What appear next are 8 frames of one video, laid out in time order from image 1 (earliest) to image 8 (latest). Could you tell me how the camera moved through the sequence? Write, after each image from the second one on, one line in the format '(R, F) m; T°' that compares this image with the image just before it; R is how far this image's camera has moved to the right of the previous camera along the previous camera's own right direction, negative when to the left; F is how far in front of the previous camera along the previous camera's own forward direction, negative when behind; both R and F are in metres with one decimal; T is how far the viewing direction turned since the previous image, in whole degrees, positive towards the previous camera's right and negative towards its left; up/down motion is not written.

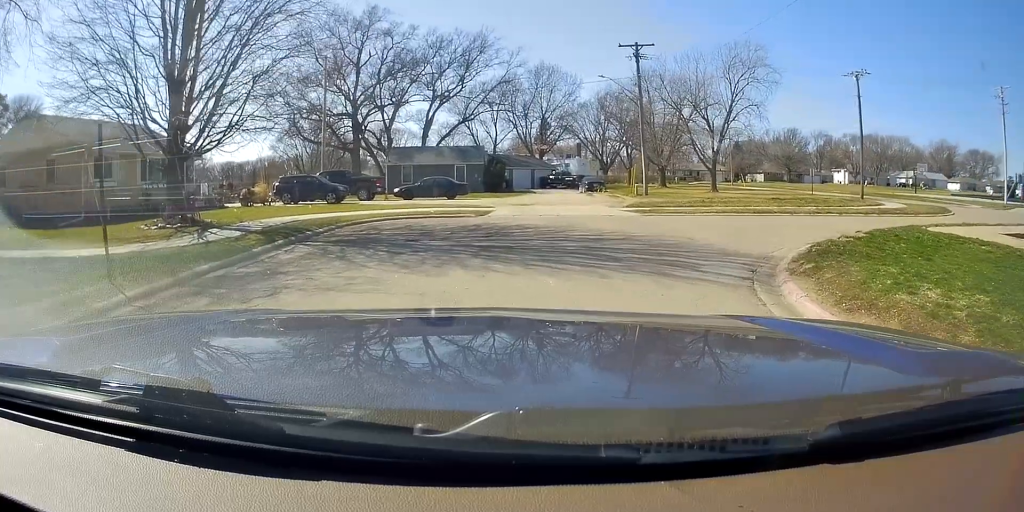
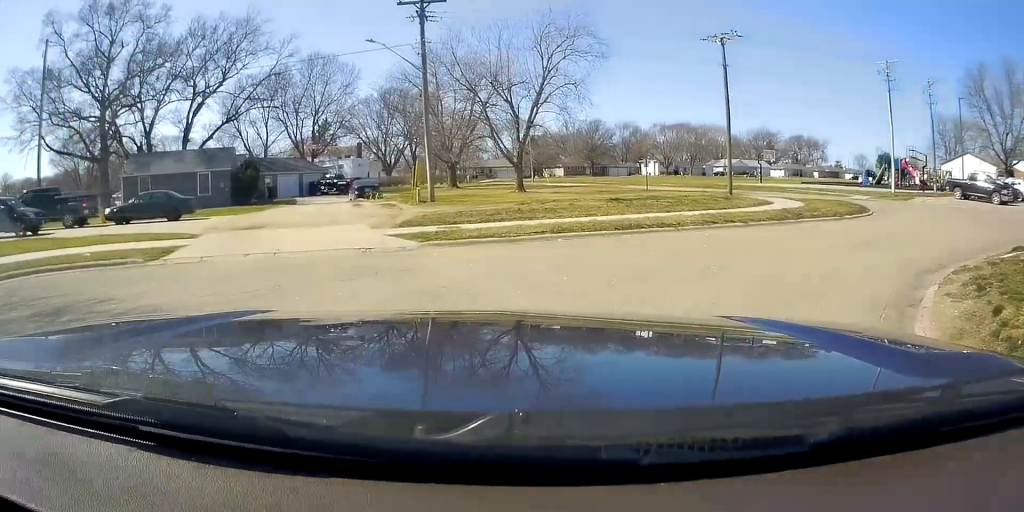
(+1.0, +10.8) m; +15°
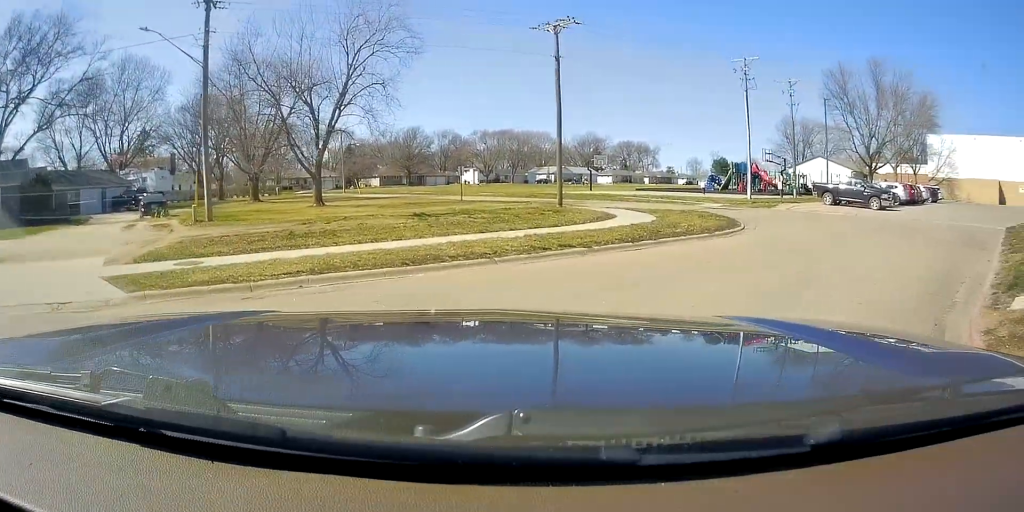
(+0.4, +4.8) m; +18°
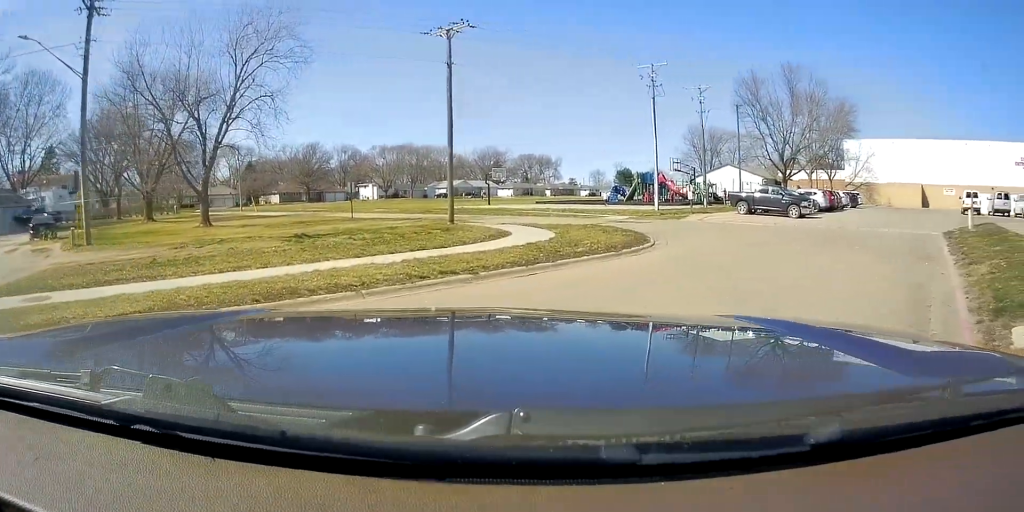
(+0.4, +1.9) m; +9°
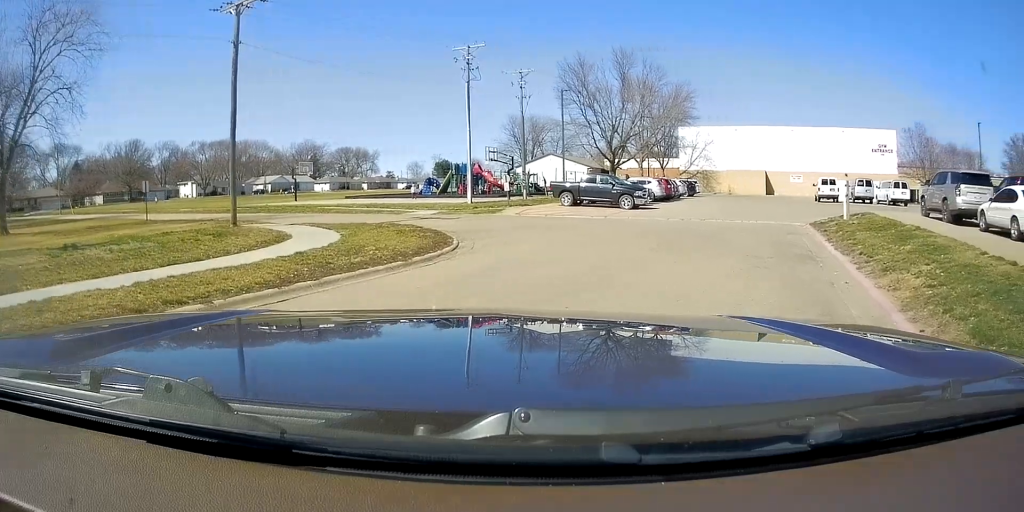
(+0.5, +3.3) m; +16°
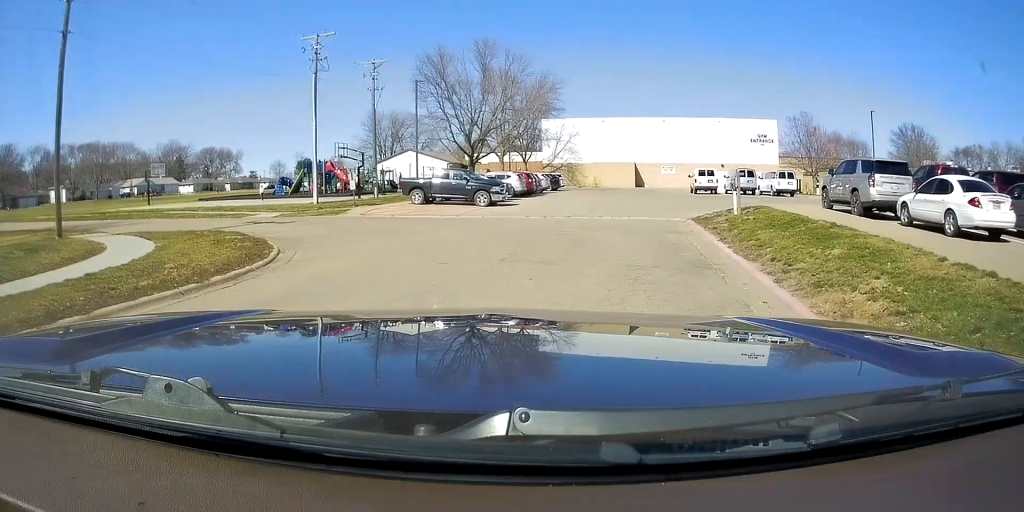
(0.0, +2.4) m; +12°
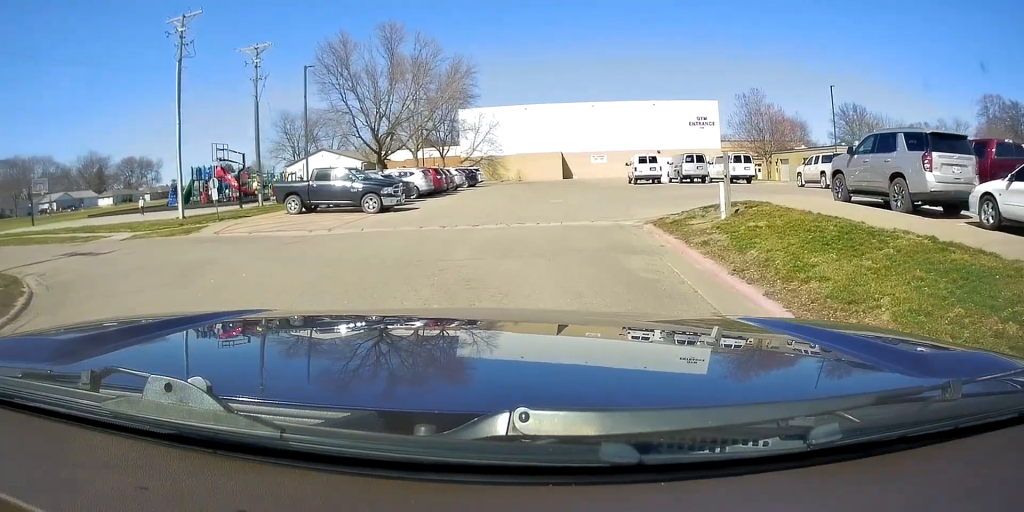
(+1.4, +6.2) m; +10°
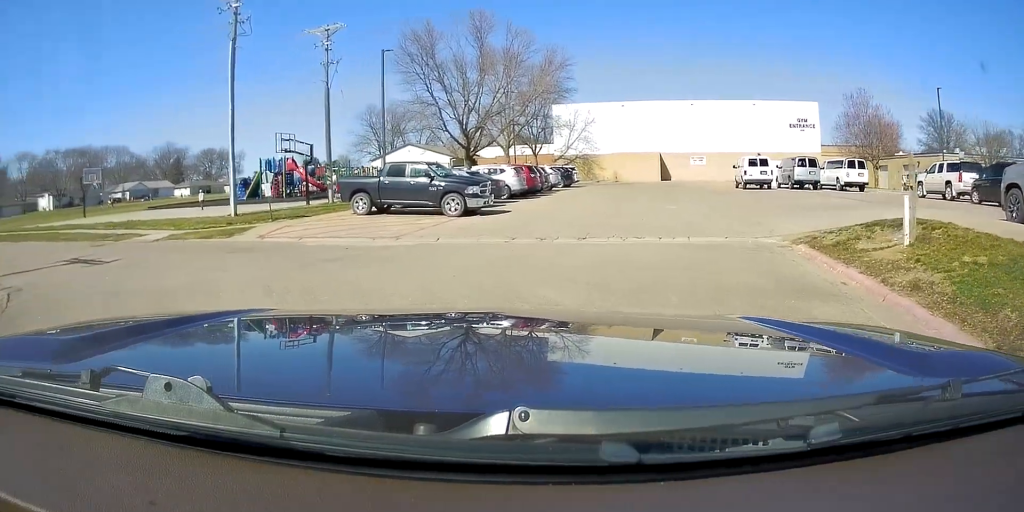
(-0.1, +3.9) m; -6°
